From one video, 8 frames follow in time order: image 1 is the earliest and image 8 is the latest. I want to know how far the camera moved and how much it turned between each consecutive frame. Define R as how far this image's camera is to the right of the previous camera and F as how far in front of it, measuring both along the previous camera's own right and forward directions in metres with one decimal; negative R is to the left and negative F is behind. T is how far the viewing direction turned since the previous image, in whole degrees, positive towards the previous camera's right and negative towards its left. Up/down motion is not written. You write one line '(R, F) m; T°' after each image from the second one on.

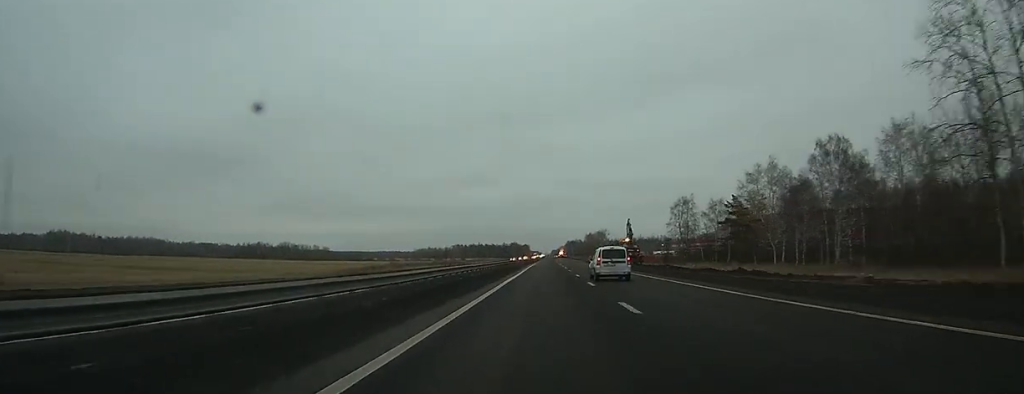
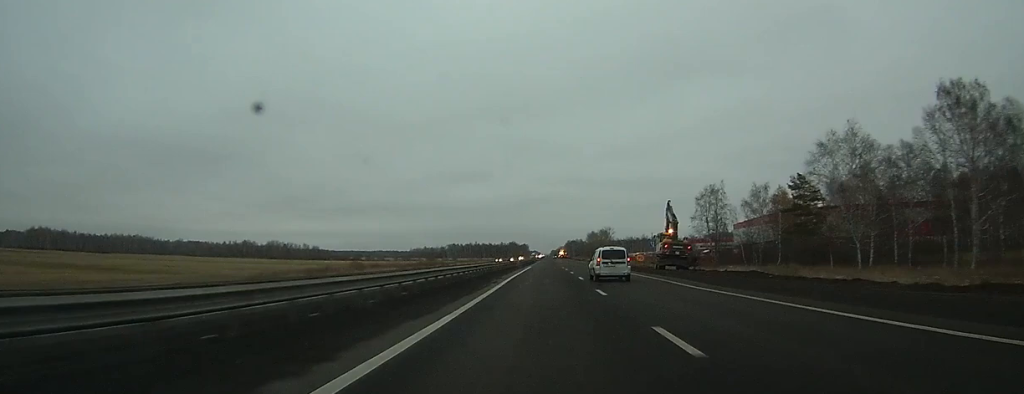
(-0.1, +29.5) m; 0°
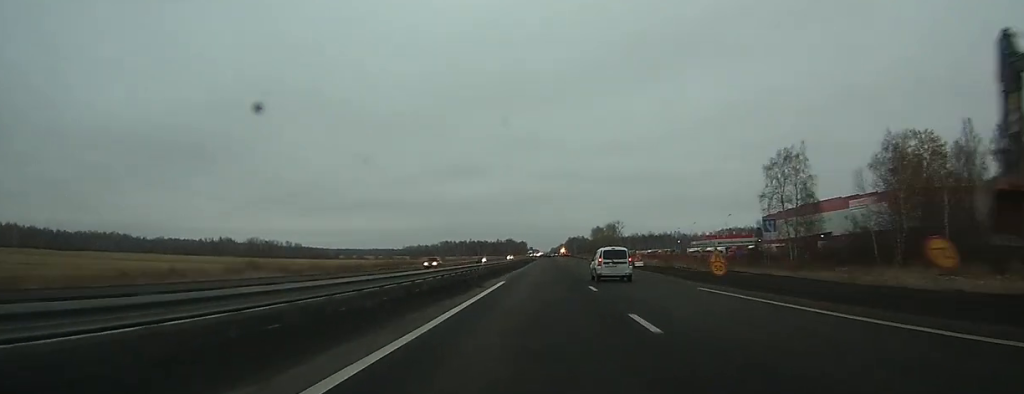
(0.0, +45.9) m; 0°
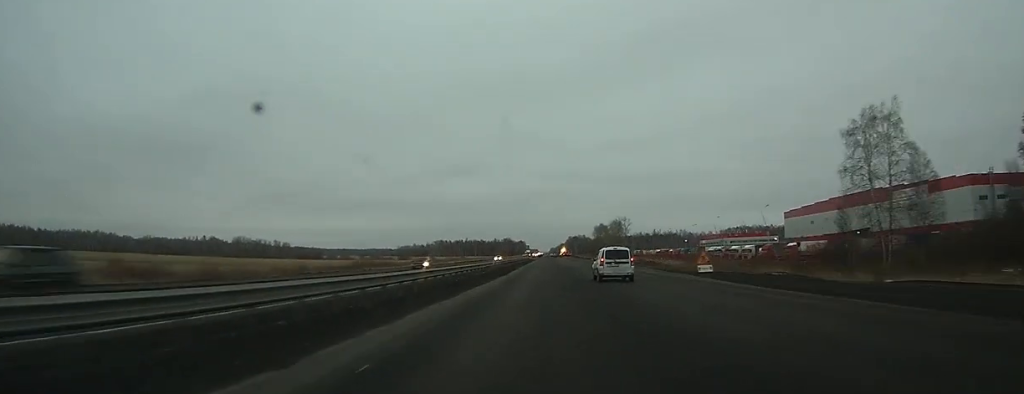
(+0.1, +27.5) m; 0°
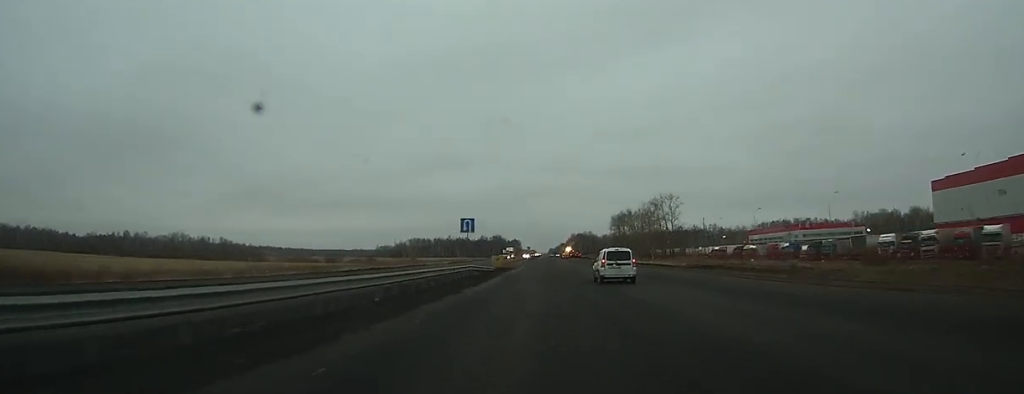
(+0.5, +105.4) m; +1°
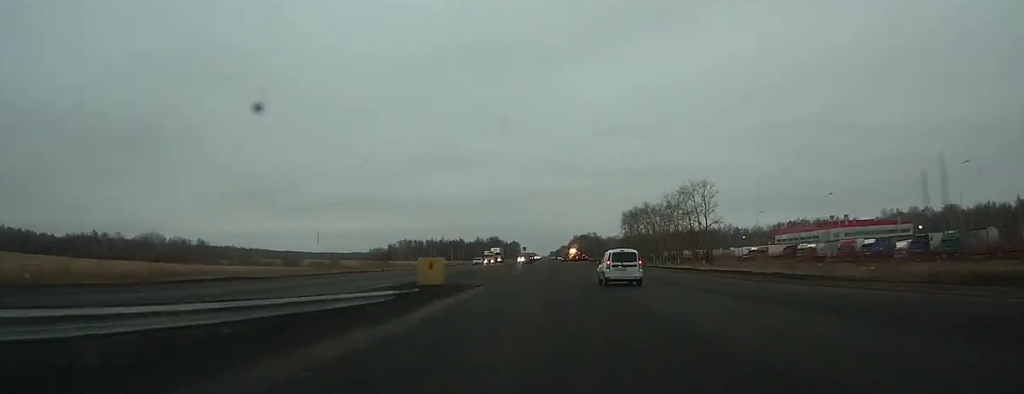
(+0.1, +36.2) m; 0°
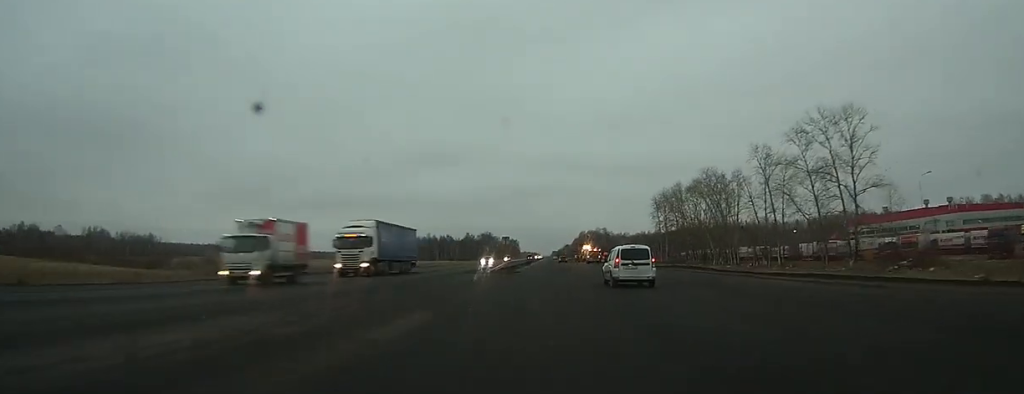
(-0.1, +67.1) m; 0°
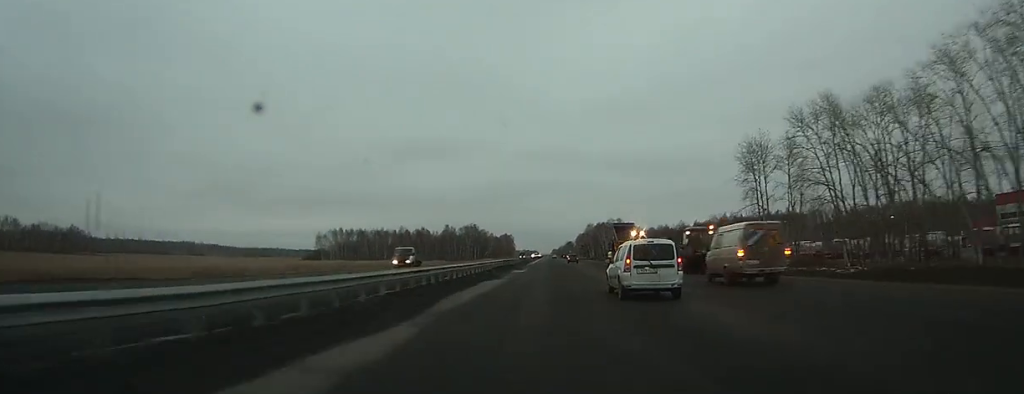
(-0.3, +79.6) m; 0°
